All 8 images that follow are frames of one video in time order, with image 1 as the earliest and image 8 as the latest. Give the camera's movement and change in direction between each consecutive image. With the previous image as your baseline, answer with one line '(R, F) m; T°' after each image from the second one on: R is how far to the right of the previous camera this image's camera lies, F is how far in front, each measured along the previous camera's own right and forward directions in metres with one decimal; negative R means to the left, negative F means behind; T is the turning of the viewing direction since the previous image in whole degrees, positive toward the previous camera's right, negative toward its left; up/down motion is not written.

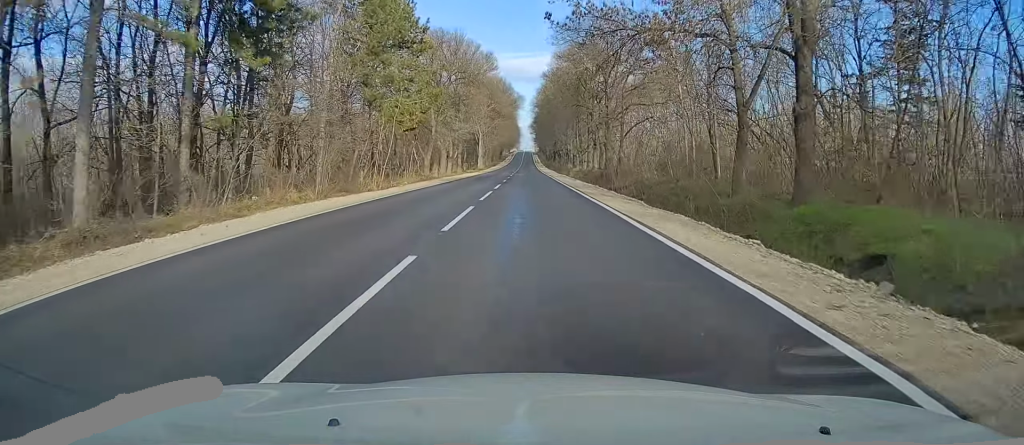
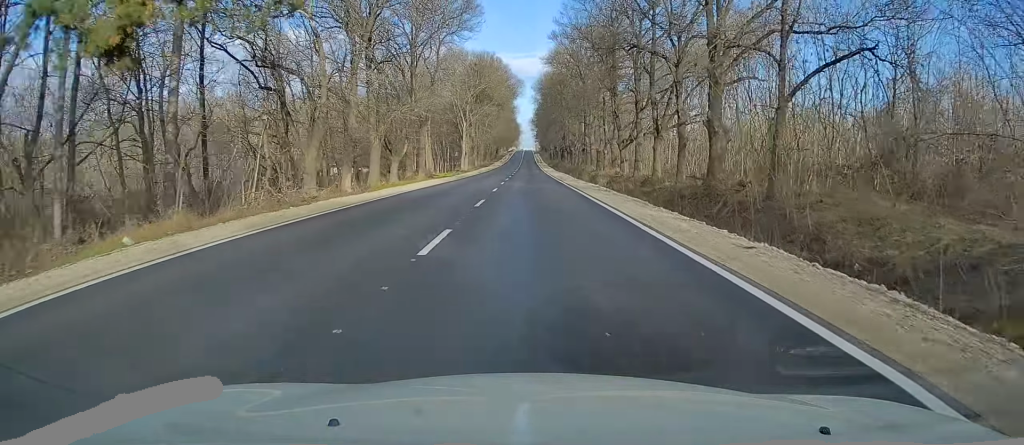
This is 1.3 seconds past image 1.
(0.0, +30.7) m; 0°
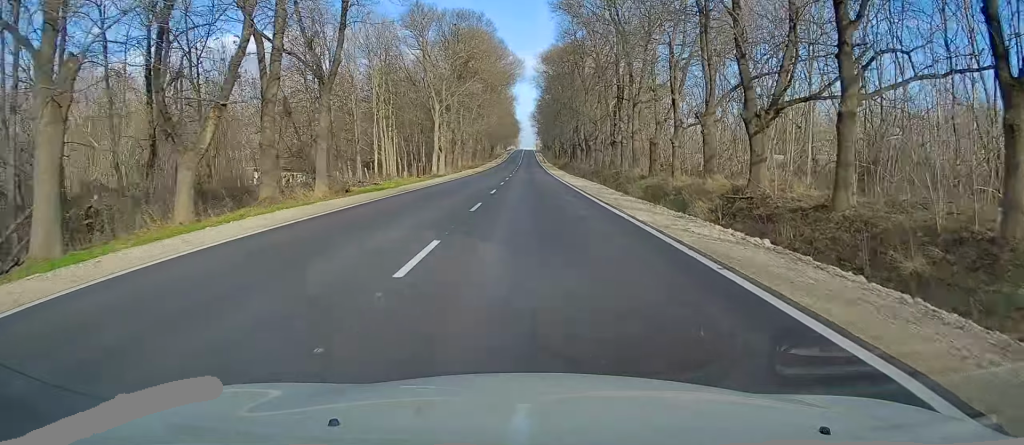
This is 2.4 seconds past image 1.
(0.0, +26.2) m; 0°
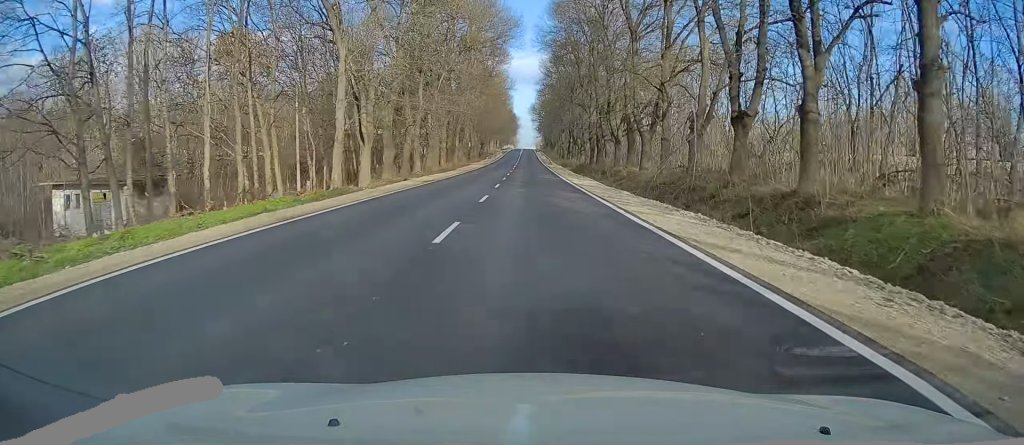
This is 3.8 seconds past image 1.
(-0.1, +27.6) m; 0°
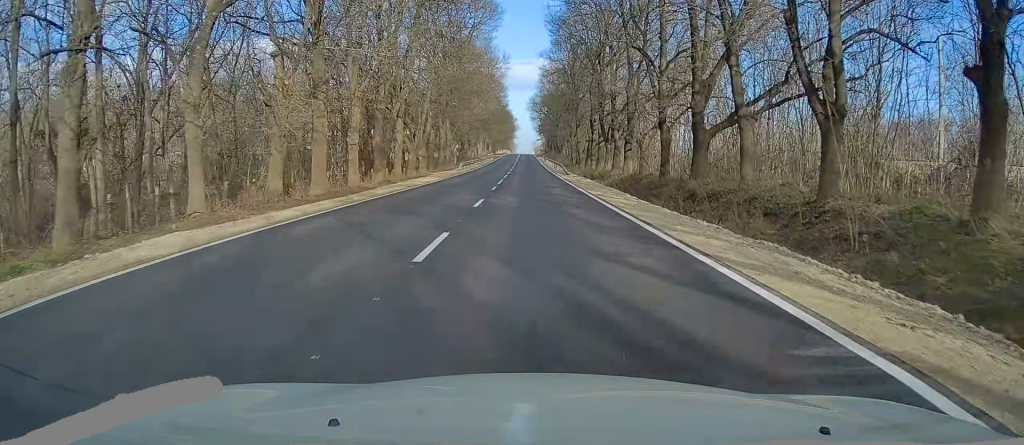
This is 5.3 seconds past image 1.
(+0.2, +32.9) m; +1°
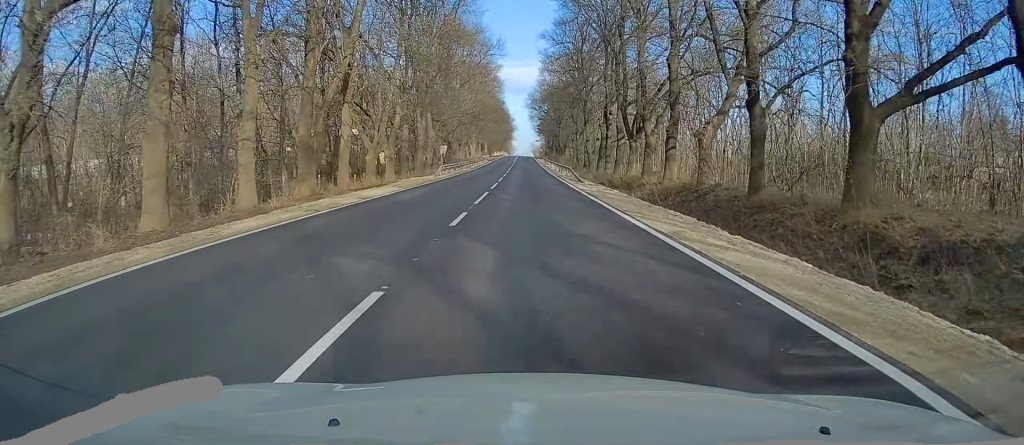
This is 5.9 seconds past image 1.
(0.0, +12.9) m; 0°
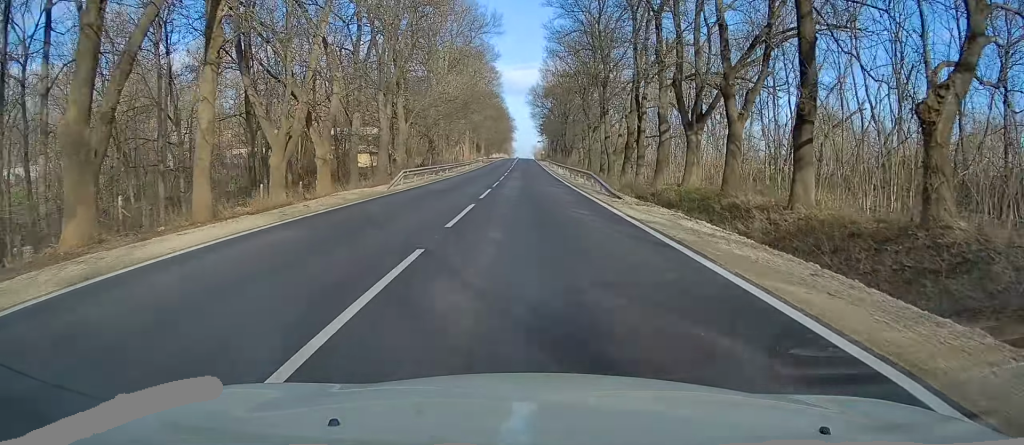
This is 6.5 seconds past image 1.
(0.0, +14.6) m; 0°
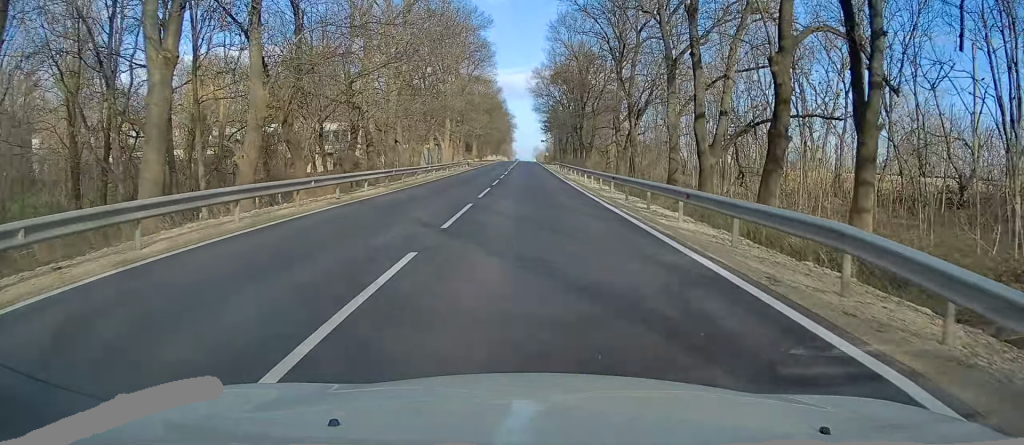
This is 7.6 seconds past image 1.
(-0.1, +26.7) m; 0°
